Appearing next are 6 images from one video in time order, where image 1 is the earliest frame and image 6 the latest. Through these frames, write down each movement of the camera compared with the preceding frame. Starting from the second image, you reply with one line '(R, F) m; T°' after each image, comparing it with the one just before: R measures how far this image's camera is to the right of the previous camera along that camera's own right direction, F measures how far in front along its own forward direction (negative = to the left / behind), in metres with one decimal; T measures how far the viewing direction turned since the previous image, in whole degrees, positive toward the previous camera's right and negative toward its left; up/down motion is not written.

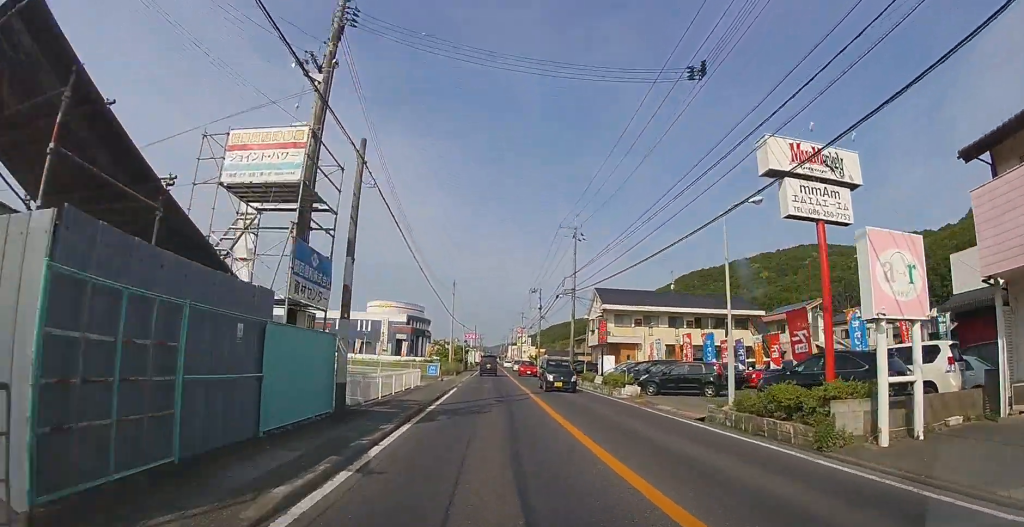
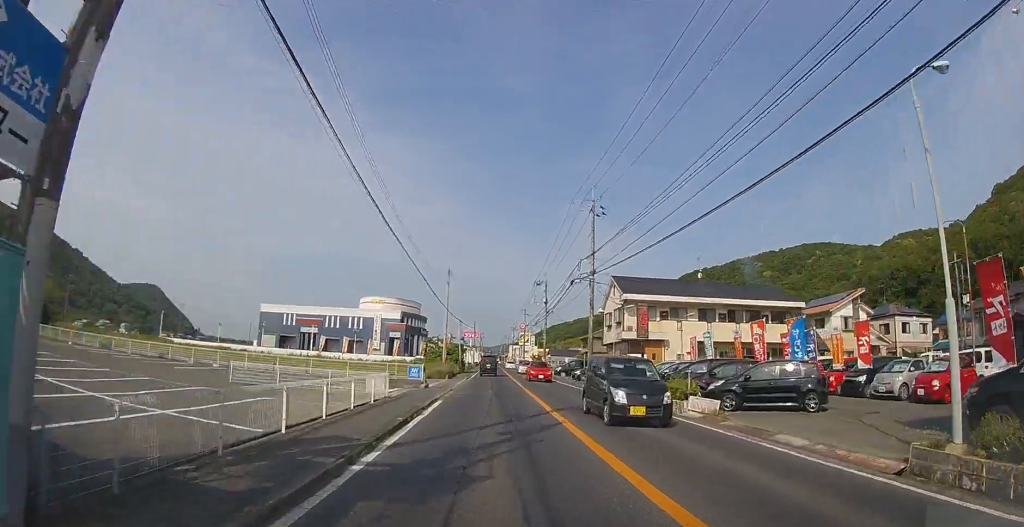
(0.0, +7.3) m; 0°
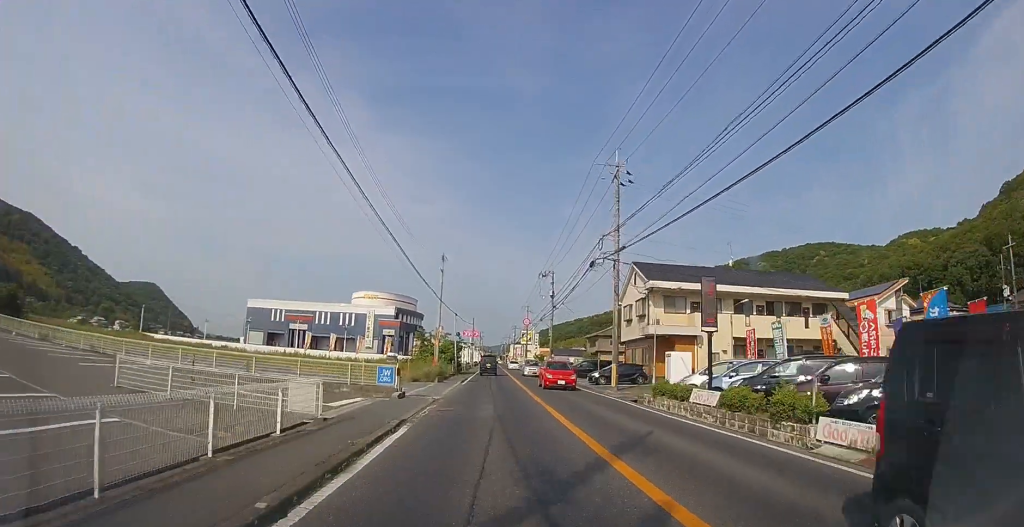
(0.0, +6.4) m; 0°
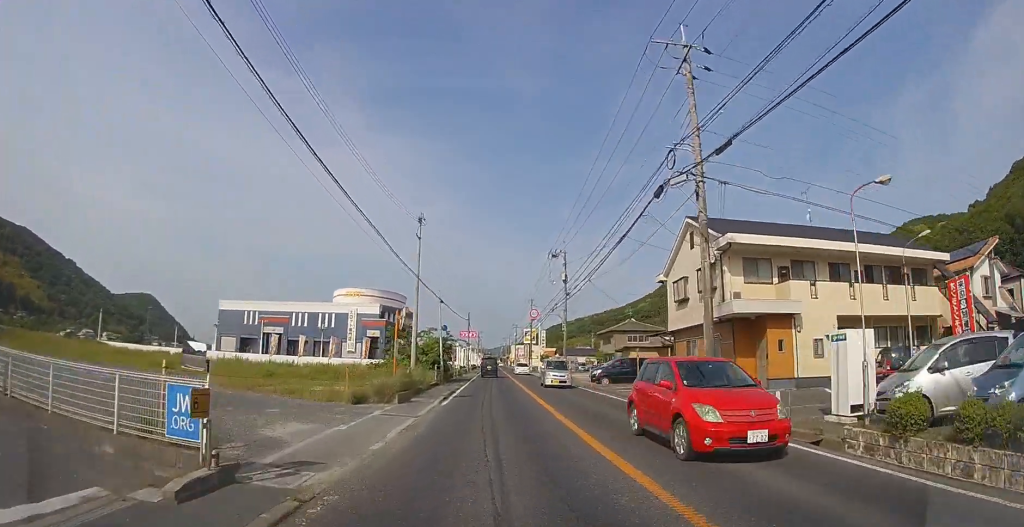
(0.0, +11.4) m; 0°
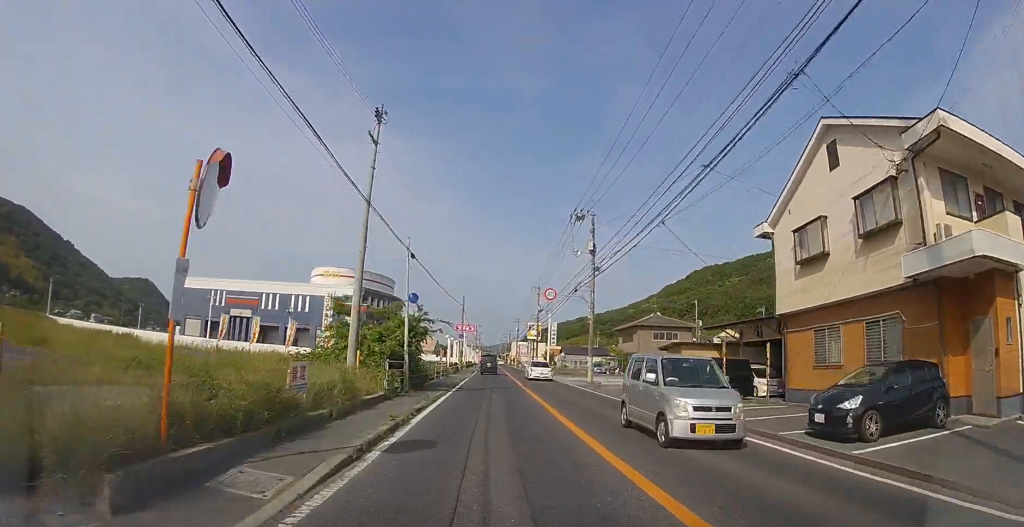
(0.0, +12.1) m; 0°
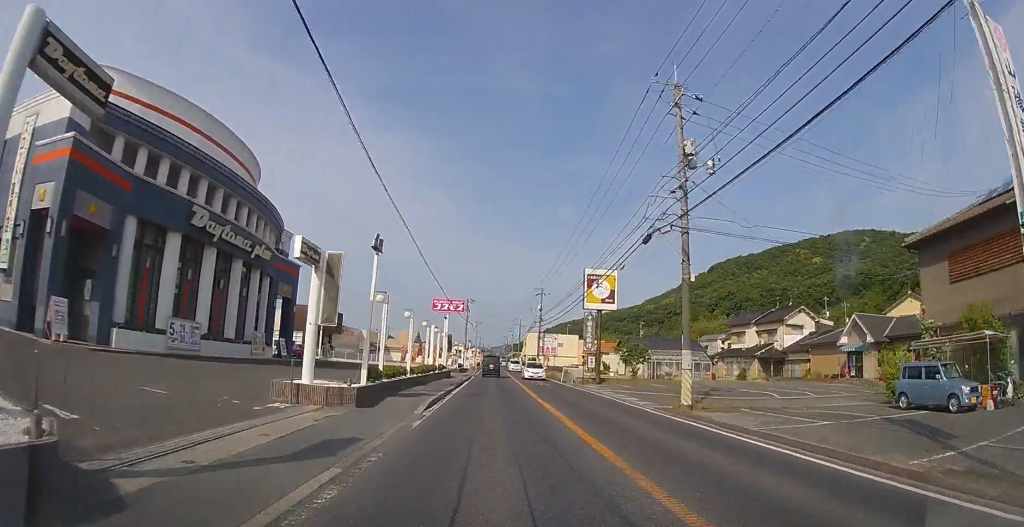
(-0.1, +52.8) m; 0°
